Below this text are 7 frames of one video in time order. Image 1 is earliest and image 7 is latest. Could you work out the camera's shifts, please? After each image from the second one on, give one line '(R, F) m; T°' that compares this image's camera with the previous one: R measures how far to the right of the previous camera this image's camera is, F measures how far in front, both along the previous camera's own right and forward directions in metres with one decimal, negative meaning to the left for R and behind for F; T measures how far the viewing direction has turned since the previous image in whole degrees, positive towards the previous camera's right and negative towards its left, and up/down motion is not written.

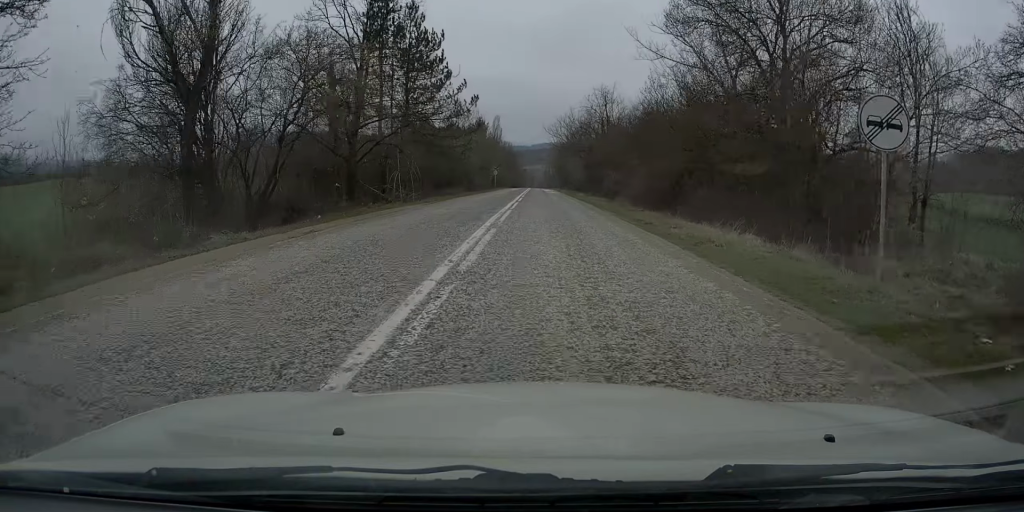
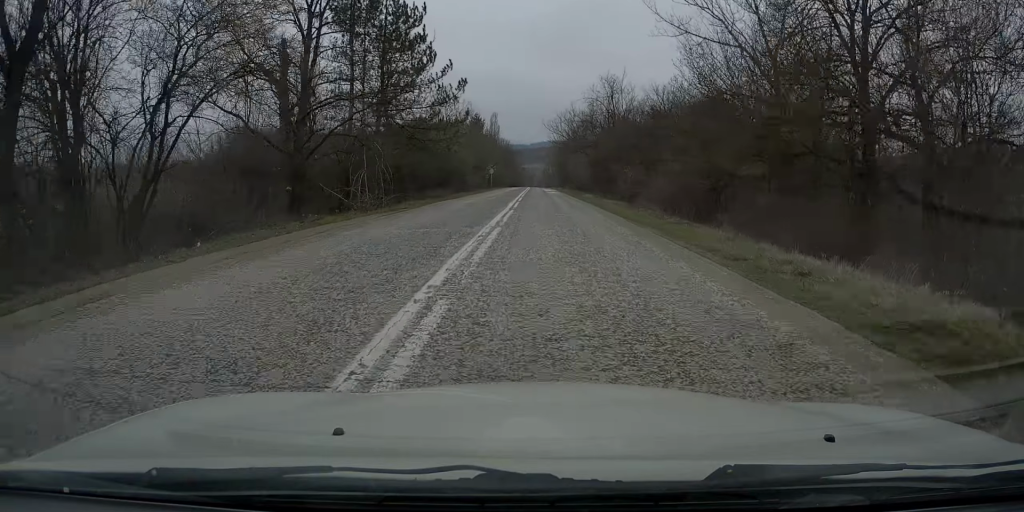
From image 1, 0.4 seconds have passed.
(-0.1, +8.3) m; 0°
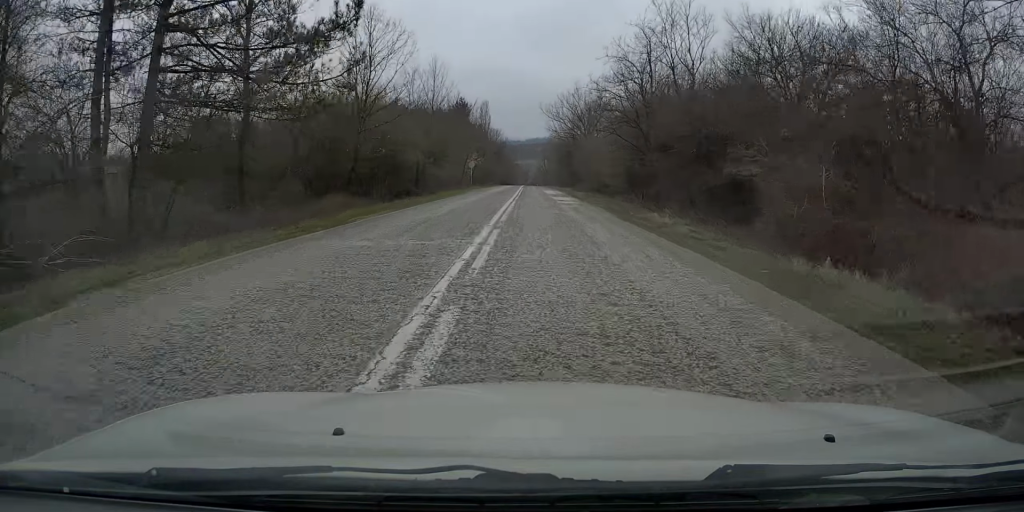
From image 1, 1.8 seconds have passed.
(+0.2, +26.9) m; 0°
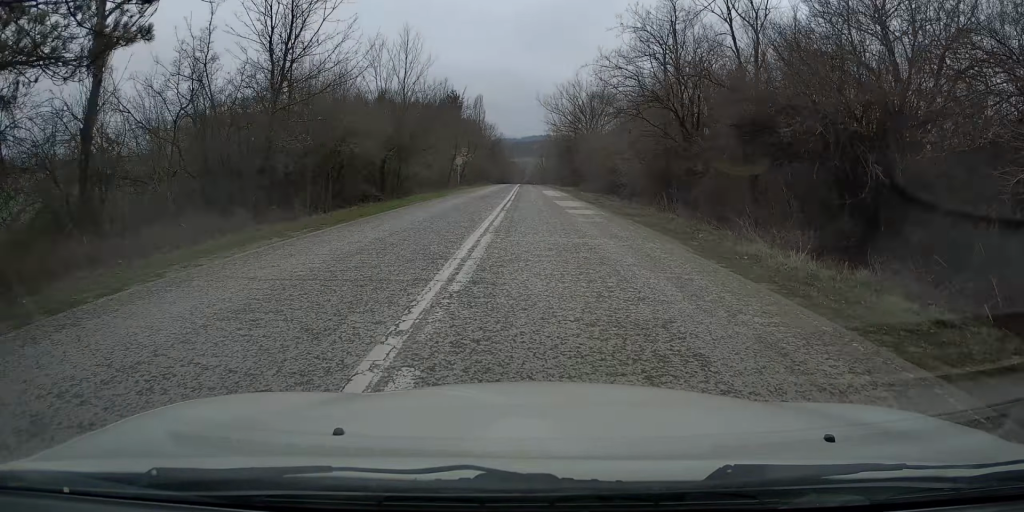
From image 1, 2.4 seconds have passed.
(-0.1, +10.4) m; 0°
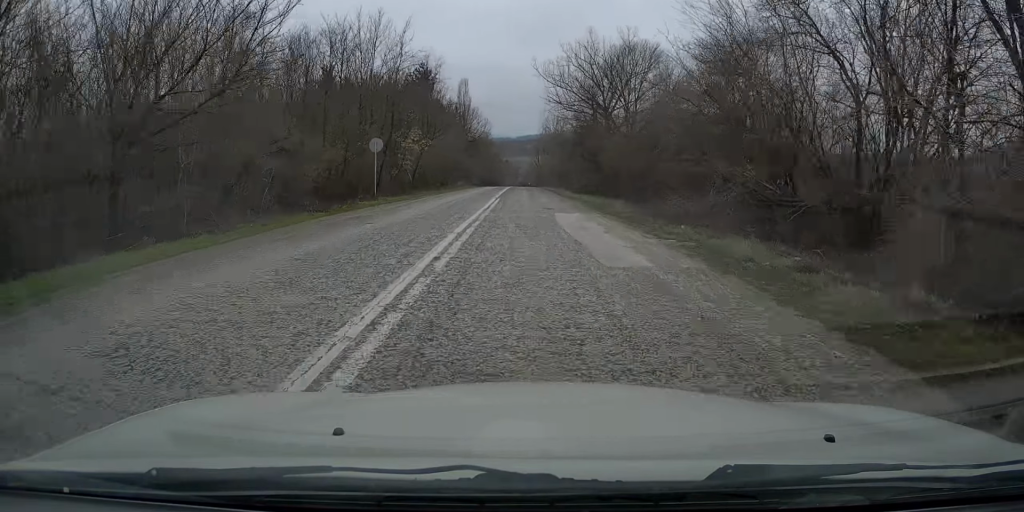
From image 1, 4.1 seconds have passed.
(+0.8, +34.4) m; +2°
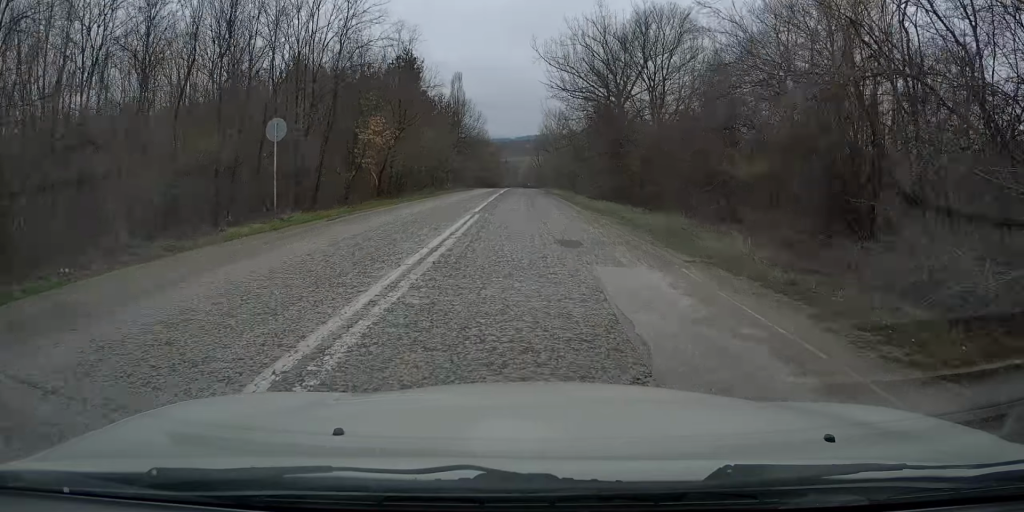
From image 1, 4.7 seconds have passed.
(0.0, +13.0) m; 0°
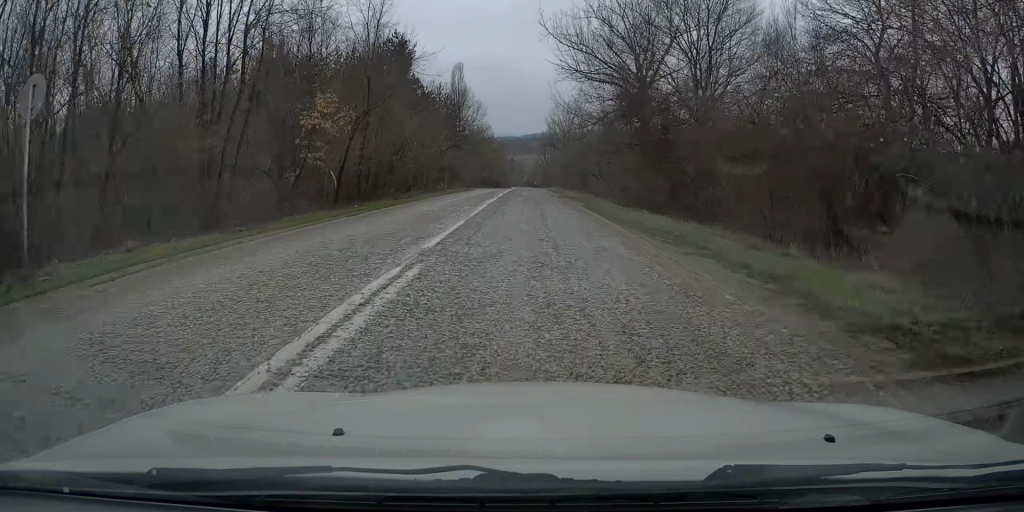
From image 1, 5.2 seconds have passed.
(-0.1, +11.0) m; 0°
